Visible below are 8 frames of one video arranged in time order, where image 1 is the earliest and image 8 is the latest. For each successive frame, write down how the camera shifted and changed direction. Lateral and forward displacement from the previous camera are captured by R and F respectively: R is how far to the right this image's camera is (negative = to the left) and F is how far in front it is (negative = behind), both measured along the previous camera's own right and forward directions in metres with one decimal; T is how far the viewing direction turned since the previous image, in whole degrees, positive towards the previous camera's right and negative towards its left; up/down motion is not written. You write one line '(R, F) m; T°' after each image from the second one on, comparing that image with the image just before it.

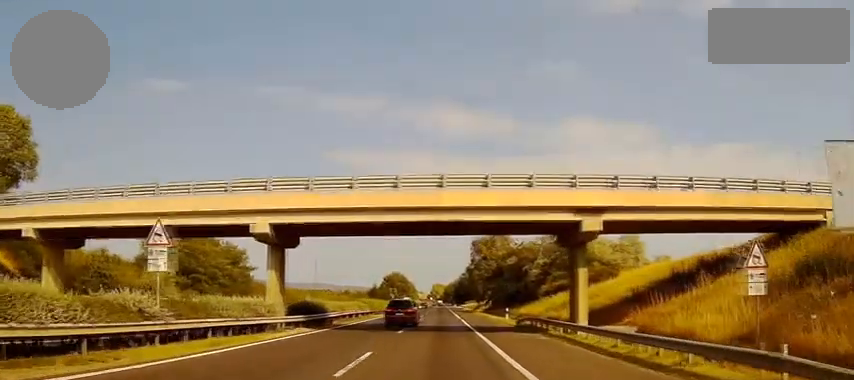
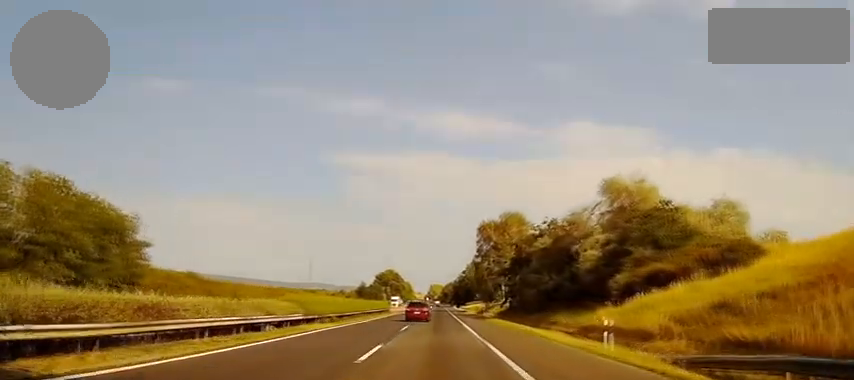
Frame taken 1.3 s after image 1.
(0.0, +32.3) m; 0°
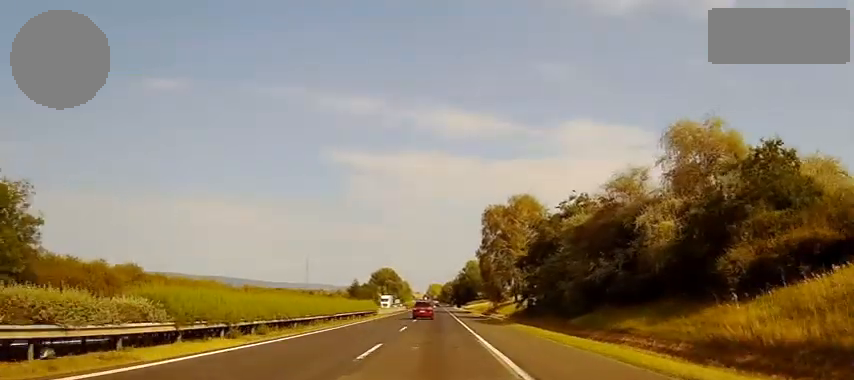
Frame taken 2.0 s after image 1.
(0.0, +17.7) m; 0°
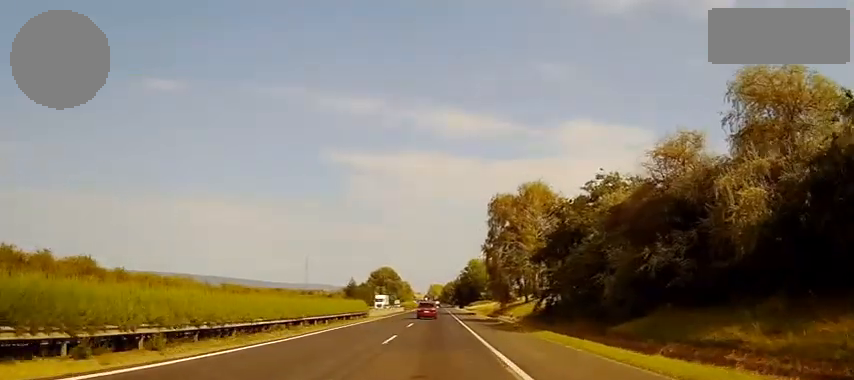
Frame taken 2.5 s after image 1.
(0.0, +10.9) m; 0°
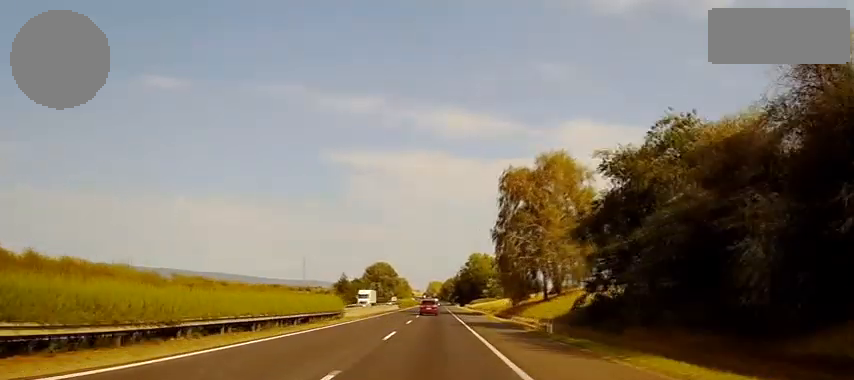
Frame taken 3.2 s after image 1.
(0.0, +16.8) m; 0°
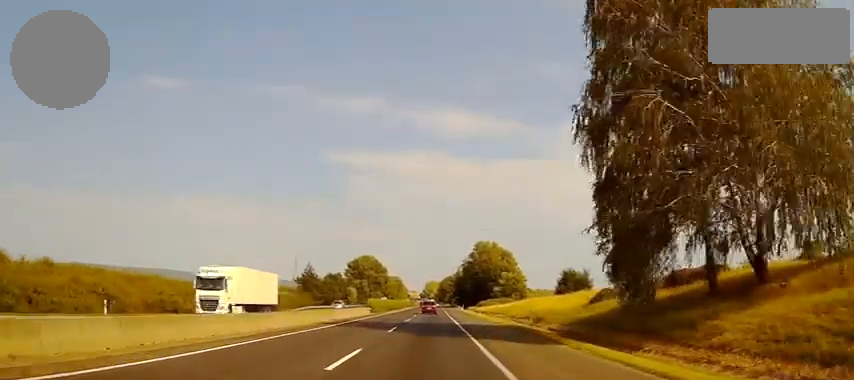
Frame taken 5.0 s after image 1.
(-0.1, +46.4) m; 0°
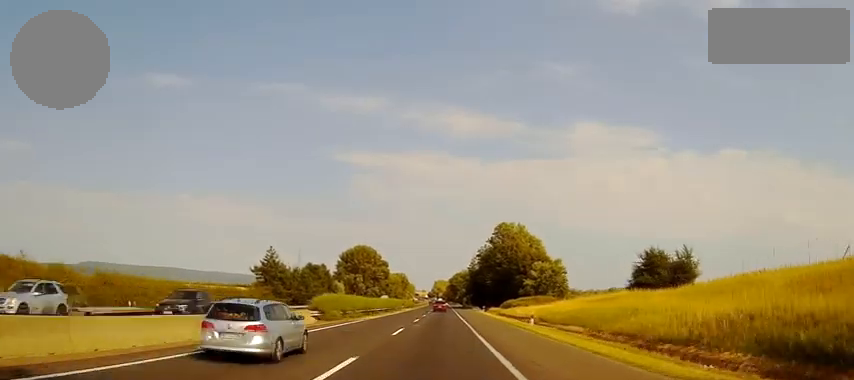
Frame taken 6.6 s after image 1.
(+0.1, +38.7) m; 0°
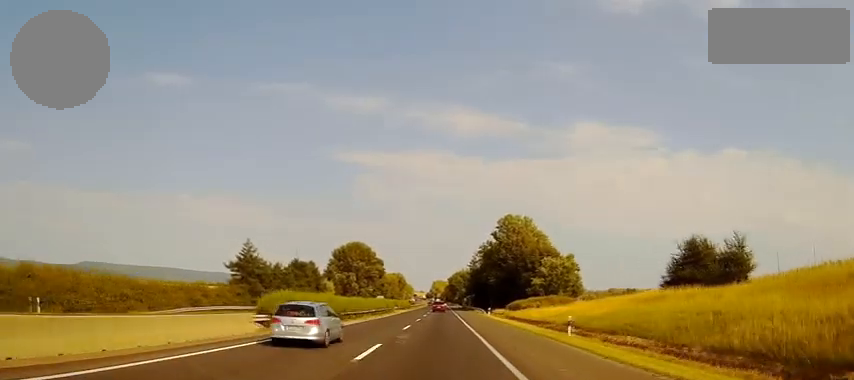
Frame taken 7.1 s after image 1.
(+0.1, +12.0) m; 0°
